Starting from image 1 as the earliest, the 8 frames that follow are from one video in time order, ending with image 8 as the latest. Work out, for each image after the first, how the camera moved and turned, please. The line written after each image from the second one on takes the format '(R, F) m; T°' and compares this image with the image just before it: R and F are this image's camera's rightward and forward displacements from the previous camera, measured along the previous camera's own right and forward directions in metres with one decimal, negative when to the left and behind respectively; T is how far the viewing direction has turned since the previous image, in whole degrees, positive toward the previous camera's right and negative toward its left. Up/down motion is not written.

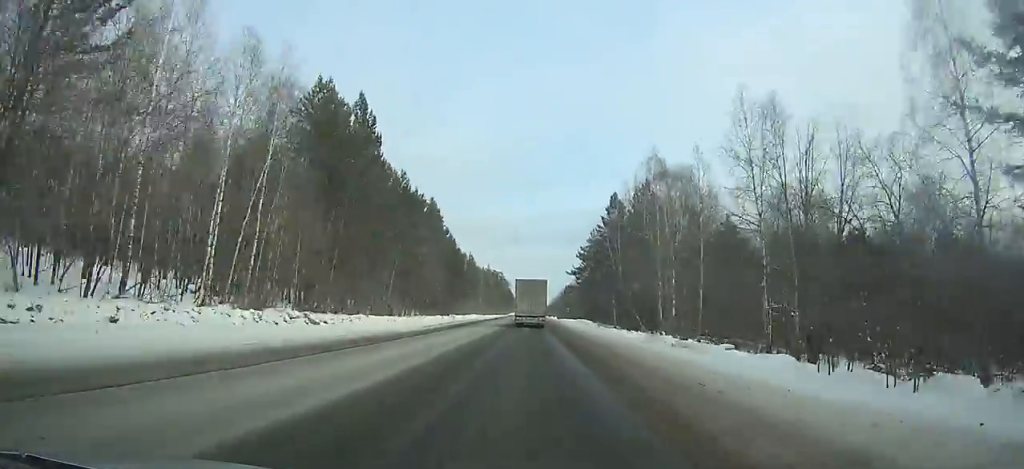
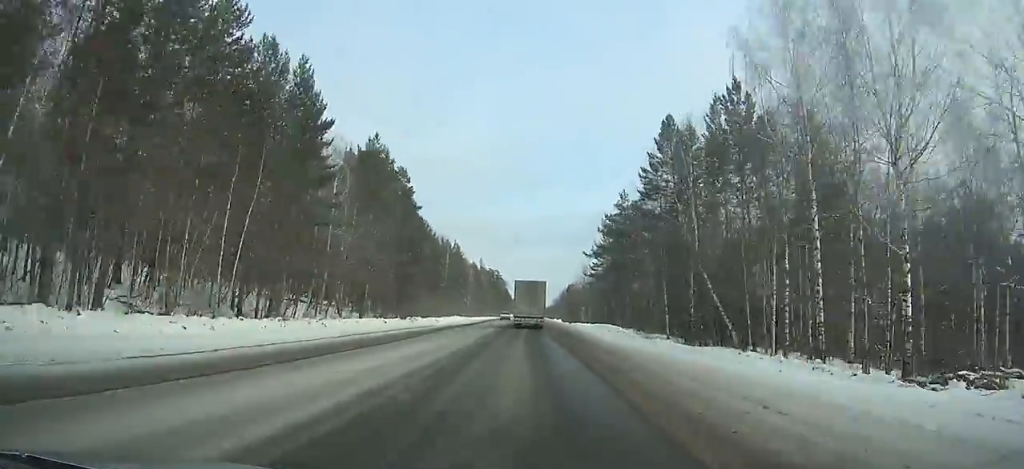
(0.0, +32.9) m; 0°
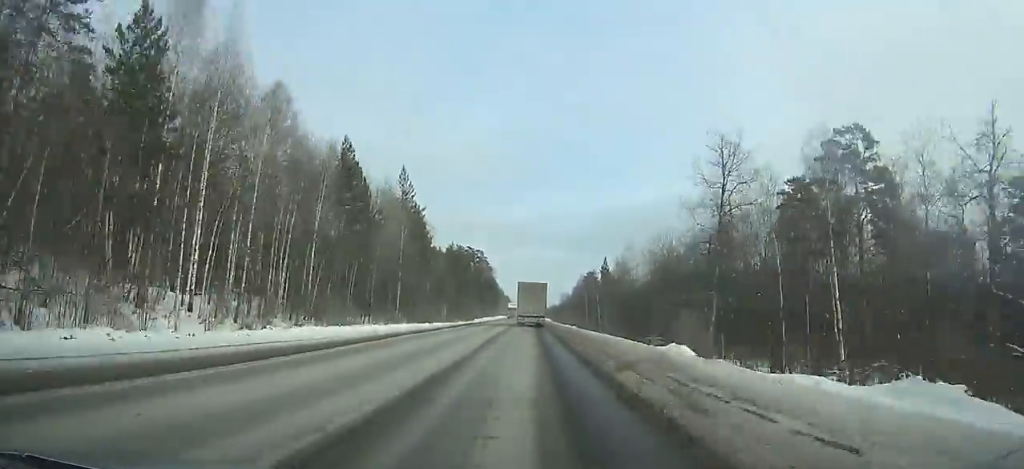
(+0.4, +129.7) m; 0°
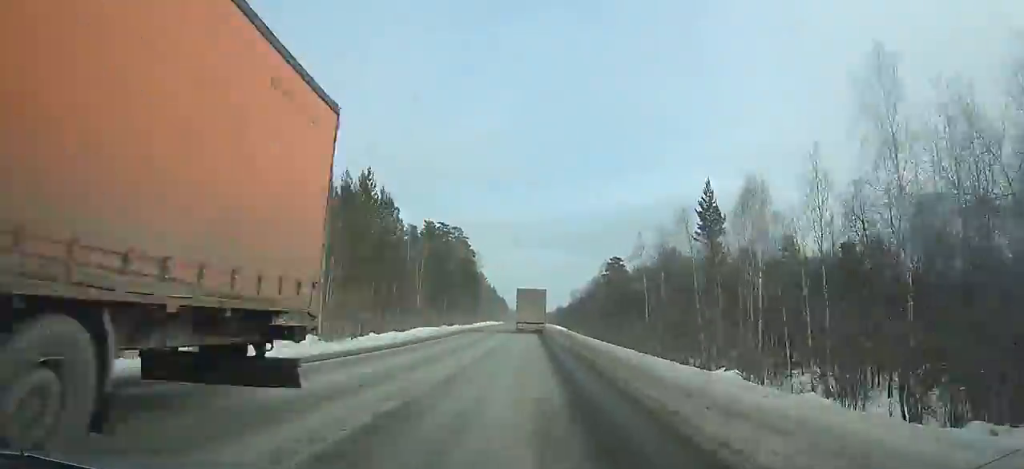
(+0.2, +82.2) m; 0°
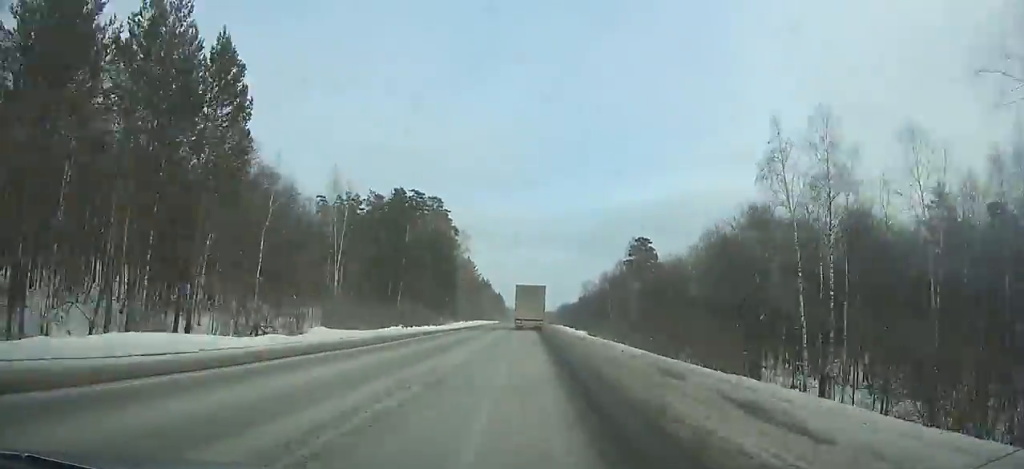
(+0.1, +44.0) m; 0°
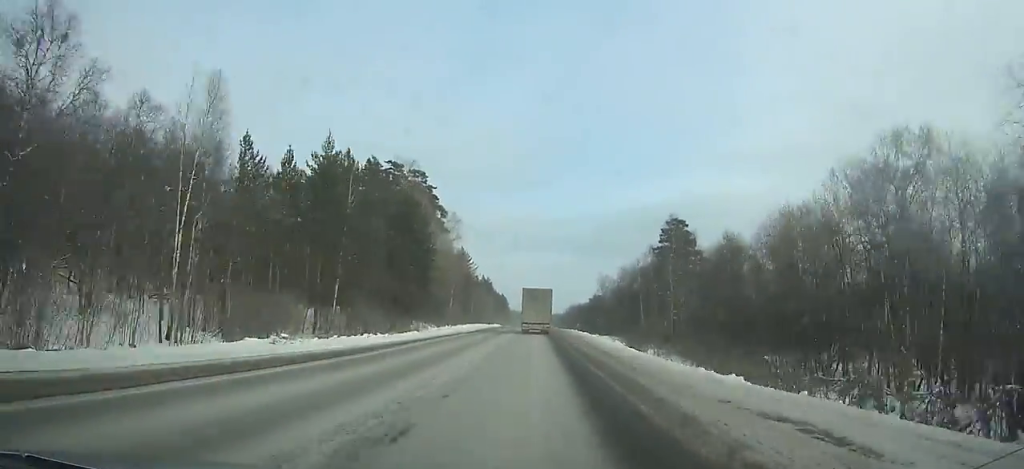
(-0.2, +29.1) m; 0°
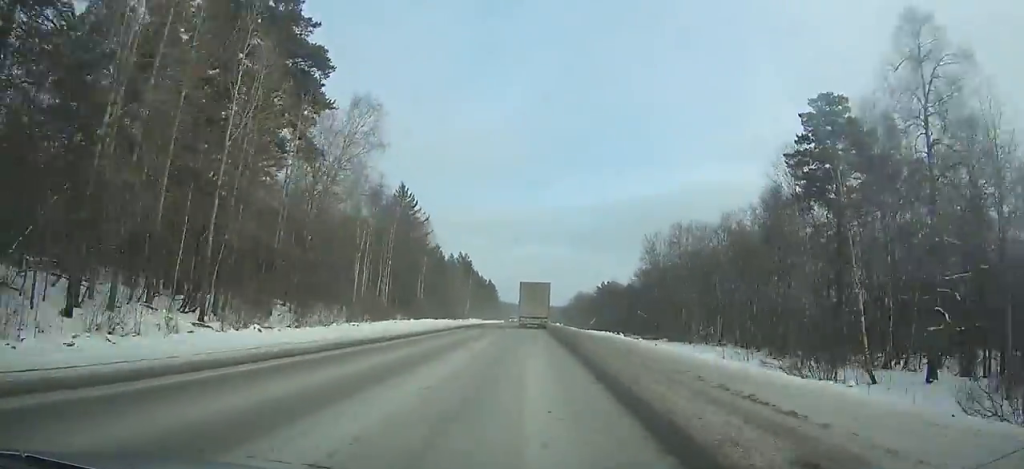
(-0.1, +62.8) m; 0°
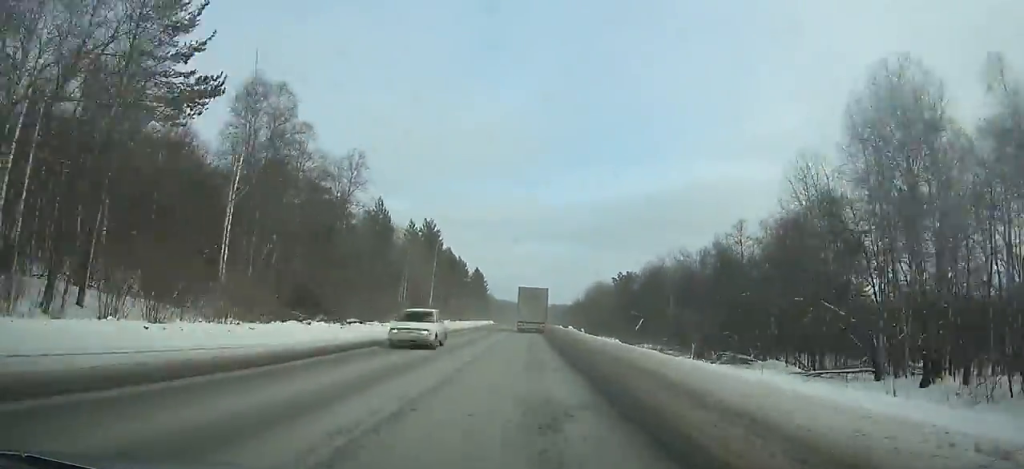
(+0.1, +58.7) m; 0°
